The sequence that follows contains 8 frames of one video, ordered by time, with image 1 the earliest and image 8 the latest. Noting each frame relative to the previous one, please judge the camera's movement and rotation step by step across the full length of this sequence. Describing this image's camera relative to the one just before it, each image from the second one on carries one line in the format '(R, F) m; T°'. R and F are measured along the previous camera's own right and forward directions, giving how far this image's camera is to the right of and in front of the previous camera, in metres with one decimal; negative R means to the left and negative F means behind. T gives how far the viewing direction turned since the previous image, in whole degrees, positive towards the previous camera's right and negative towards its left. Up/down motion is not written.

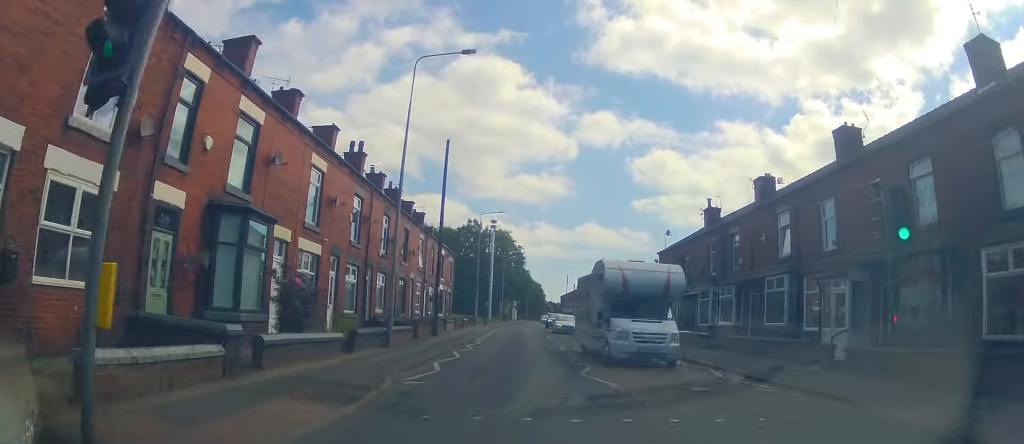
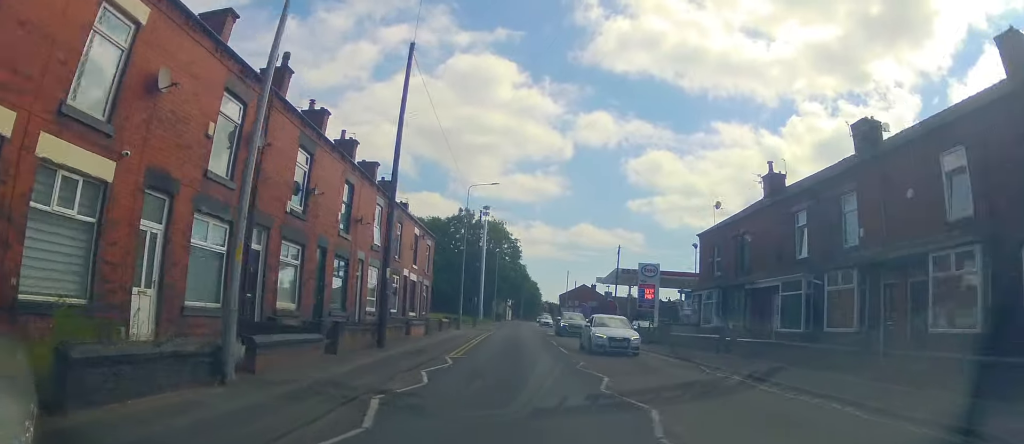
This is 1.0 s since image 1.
(+0.1, +10.6) m; +1°
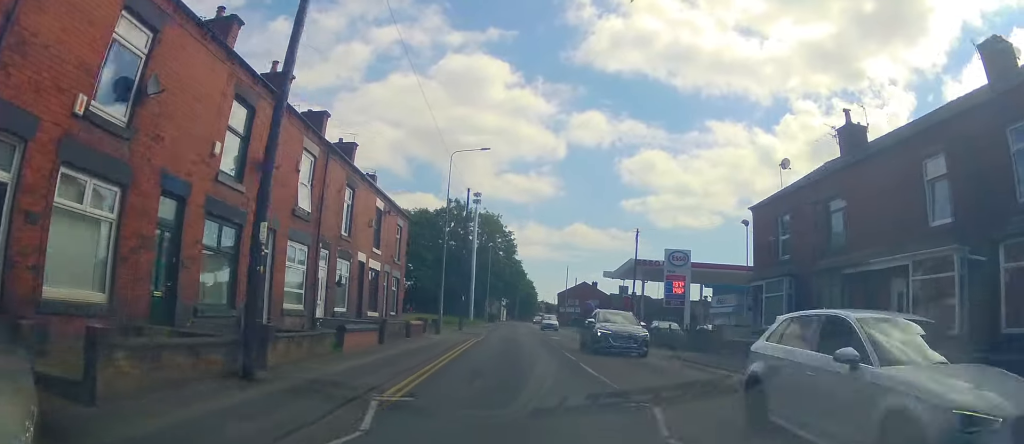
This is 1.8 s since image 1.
(+0.1, +8.5) m; +1°
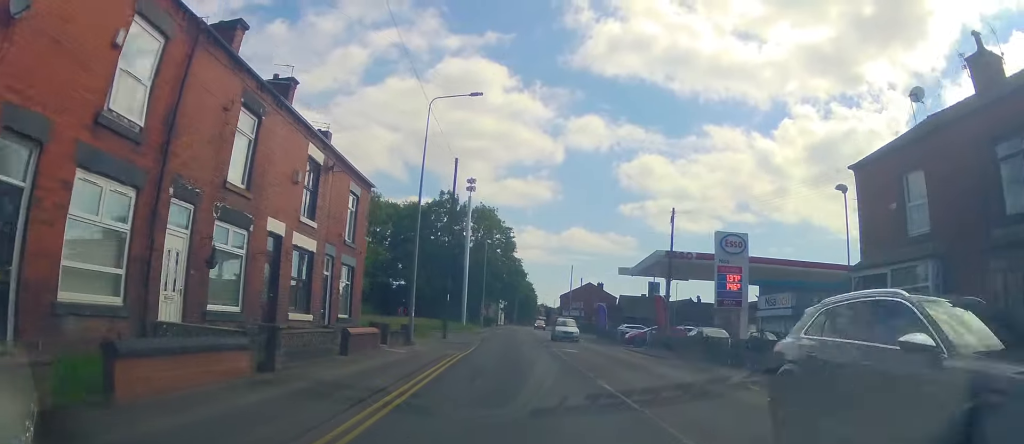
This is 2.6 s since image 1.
(0.0, +8.6) m; 0°
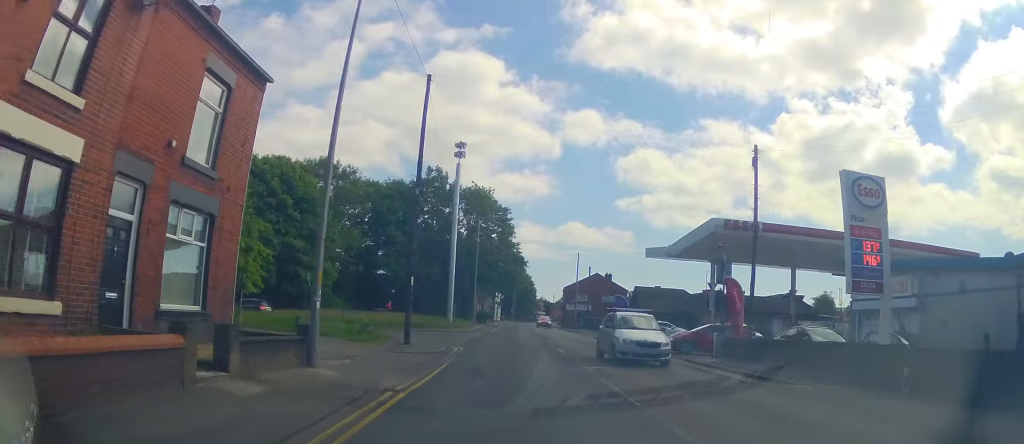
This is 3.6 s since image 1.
(0.0, +10.5) m; 0°
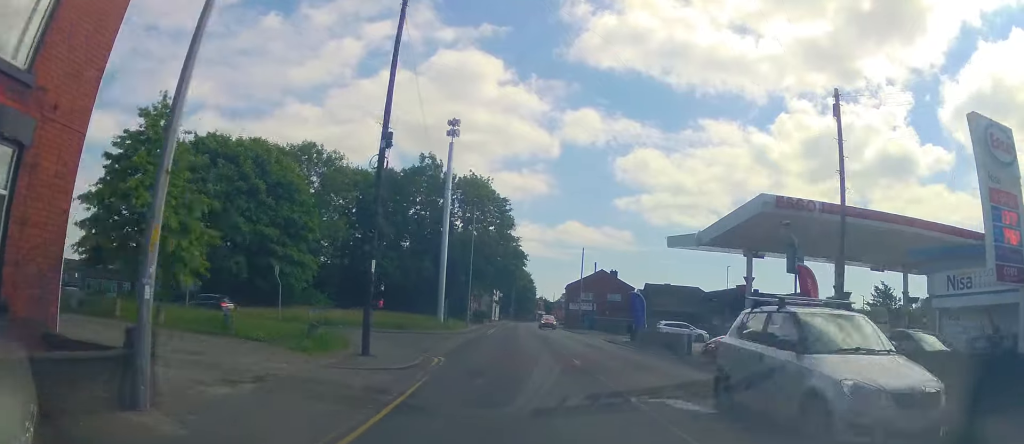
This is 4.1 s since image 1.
(0.0, +5.5) m; 0°
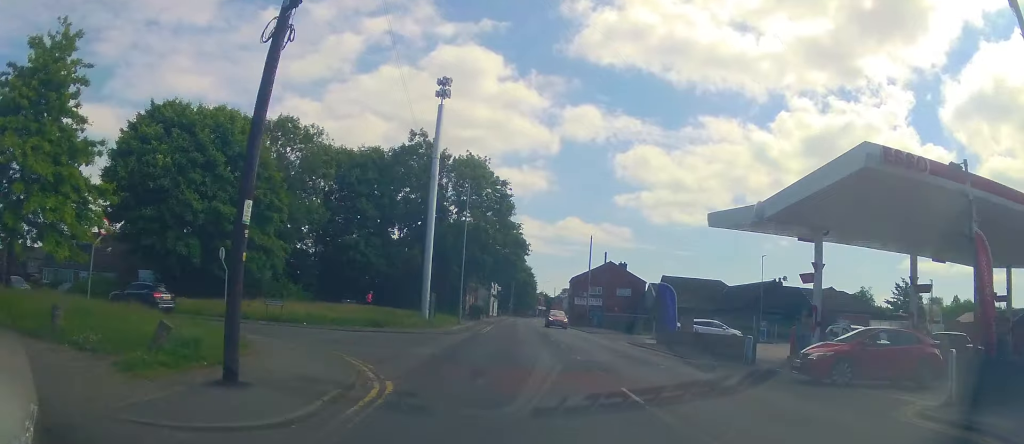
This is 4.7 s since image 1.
(0.0, +7.0) m; +1°
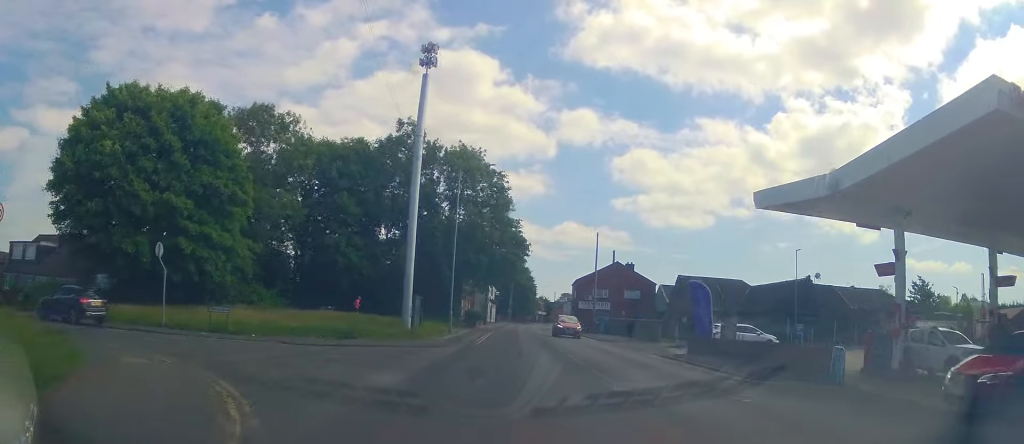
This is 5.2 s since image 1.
(0.0, +5.5) m; +1°
